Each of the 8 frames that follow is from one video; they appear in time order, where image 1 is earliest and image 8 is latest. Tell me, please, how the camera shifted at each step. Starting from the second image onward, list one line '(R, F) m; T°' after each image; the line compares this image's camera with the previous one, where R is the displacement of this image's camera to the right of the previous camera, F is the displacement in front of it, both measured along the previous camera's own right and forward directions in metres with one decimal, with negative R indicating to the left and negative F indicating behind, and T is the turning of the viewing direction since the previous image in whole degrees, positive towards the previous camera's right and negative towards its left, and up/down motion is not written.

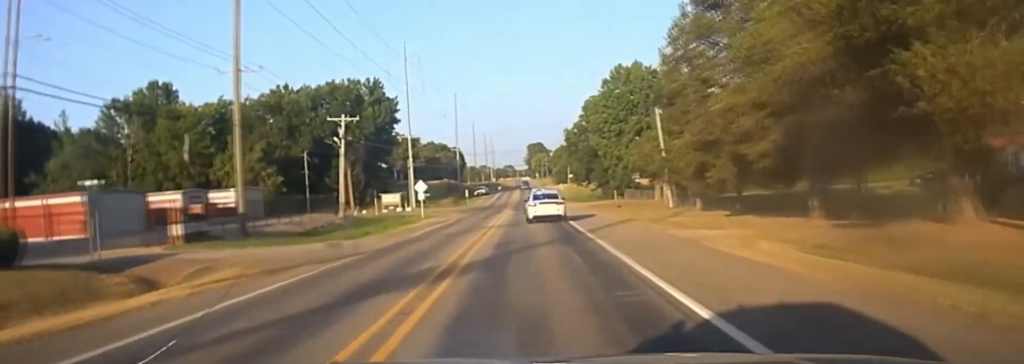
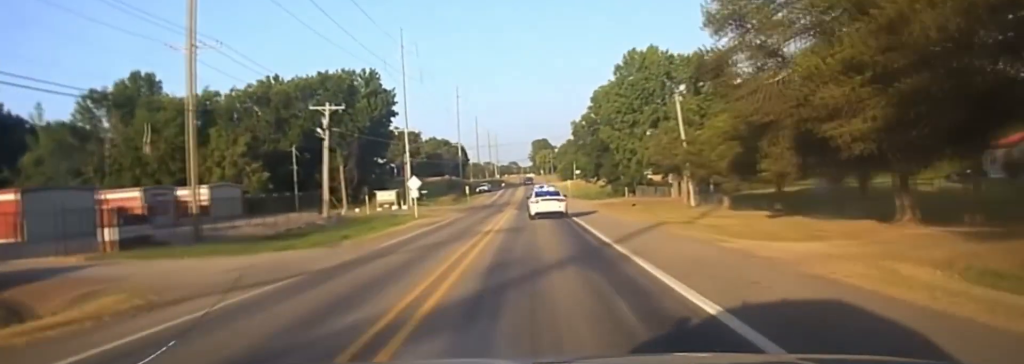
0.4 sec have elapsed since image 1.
(-0.2, +7.9) m; 0°
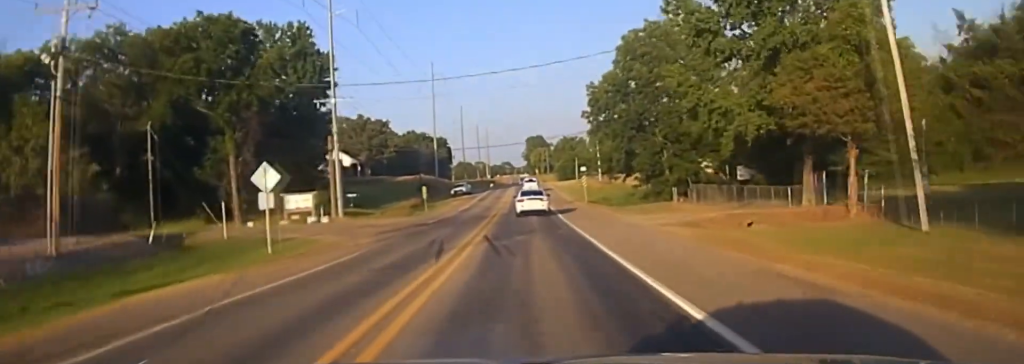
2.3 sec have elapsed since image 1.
(+0.7, +43.6) m; +1°
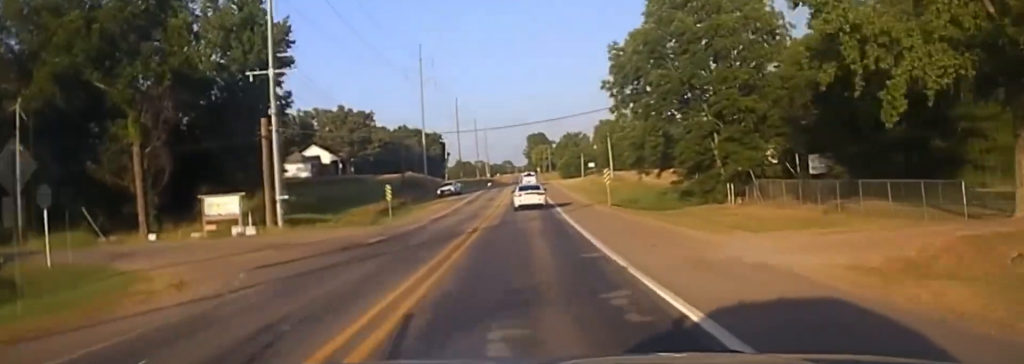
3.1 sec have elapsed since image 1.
(0.0, +20.4) m; 0°
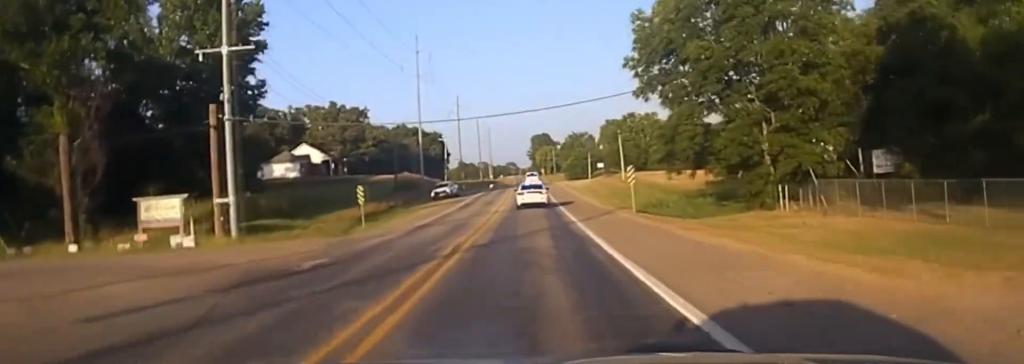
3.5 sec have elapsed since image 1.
(0.0, +10.5) m; 0°
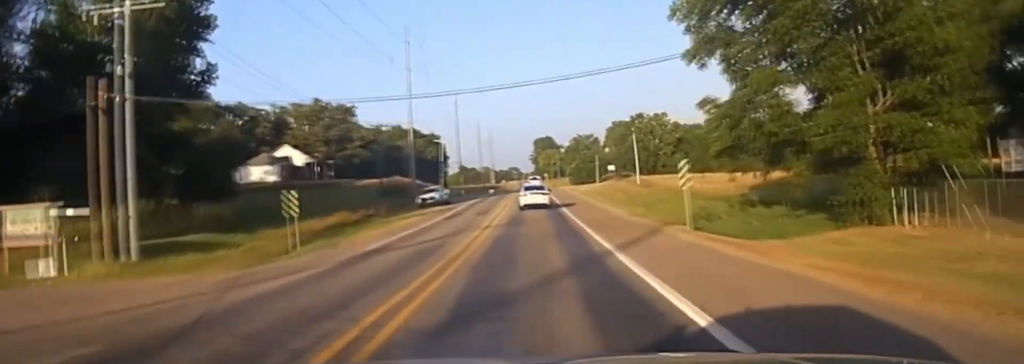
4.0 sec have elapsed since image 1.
(0.0, +14.0) m; 0°
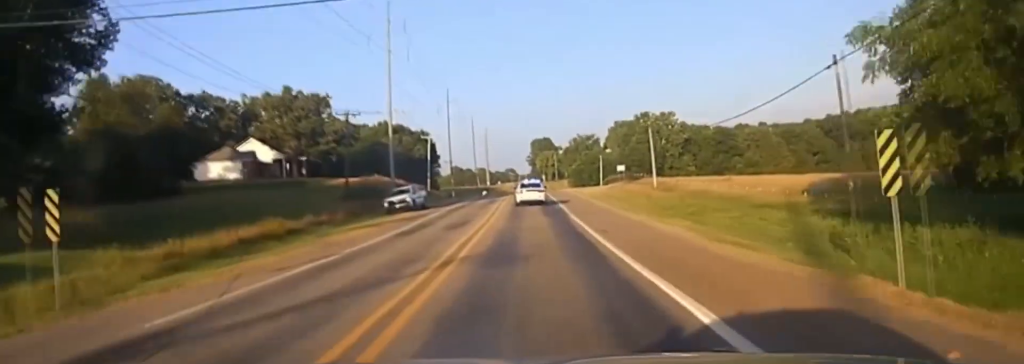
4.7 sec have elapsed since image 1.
(0.0, +17.9) m; 0°
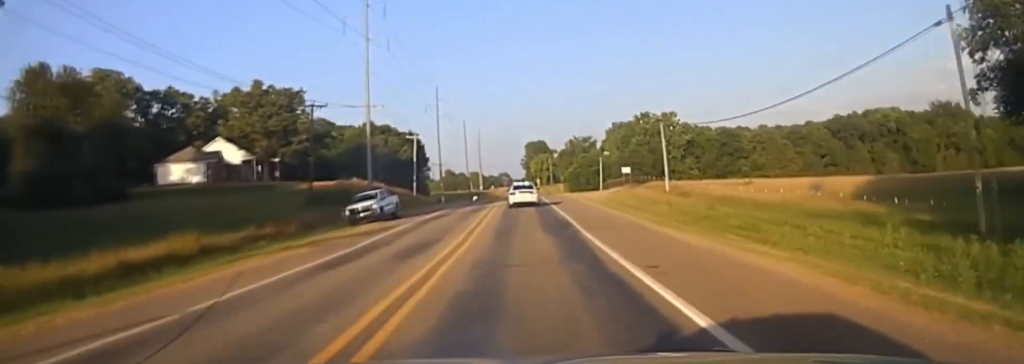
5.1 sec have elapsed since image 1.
(0.0, +11.9) m; 0°
